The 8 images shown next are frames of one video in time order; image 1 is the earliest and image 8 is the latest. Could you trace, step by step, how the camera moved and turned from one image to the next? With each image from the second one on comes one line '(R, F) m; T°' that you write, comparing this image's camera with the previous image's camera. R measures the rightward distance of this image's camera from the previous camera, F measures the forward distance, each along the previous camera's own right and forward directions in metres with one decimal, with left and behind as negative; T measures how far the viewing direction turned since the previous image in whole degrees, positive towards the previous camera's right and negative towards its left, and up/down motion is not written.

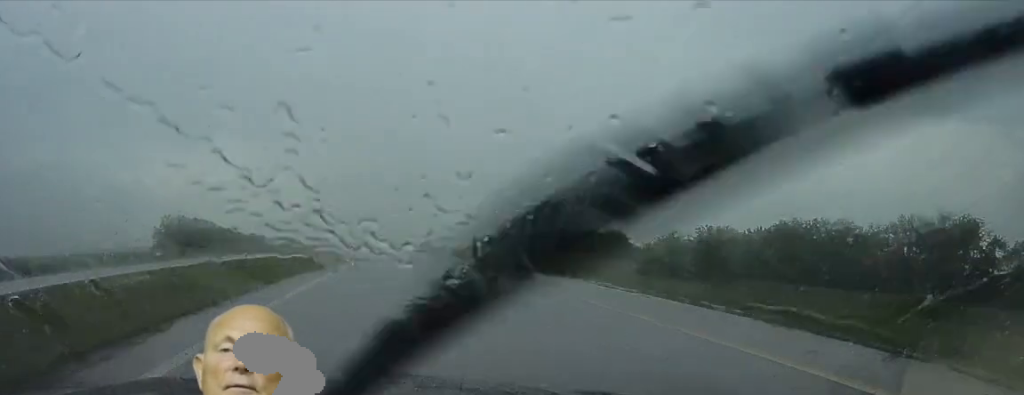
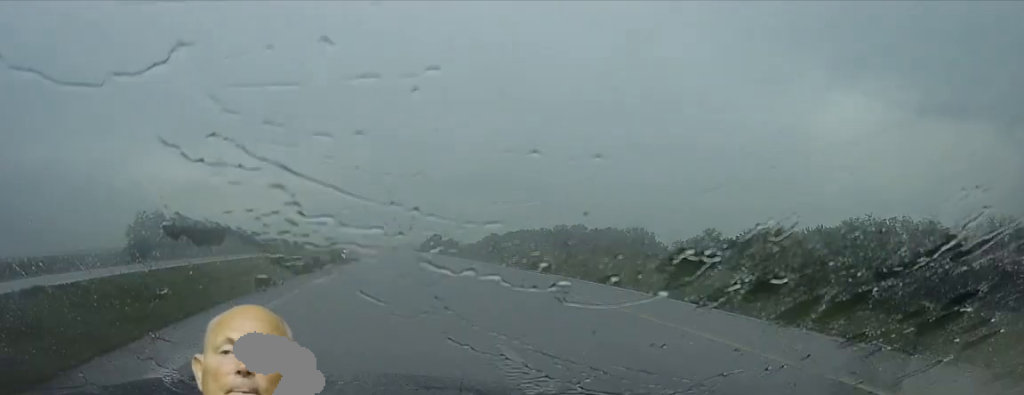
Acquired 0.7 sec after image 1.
(-0.1, +20.7) m; -1°
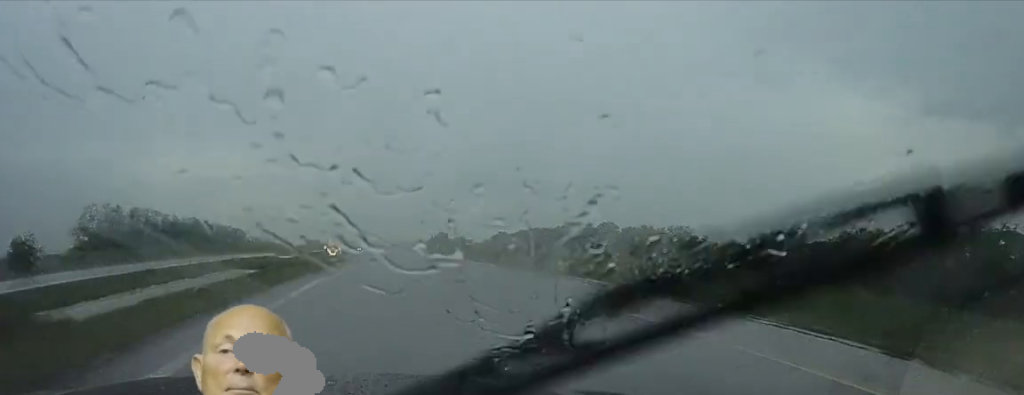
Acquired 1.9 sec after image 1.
(-0.3, +33.1) m; +1°
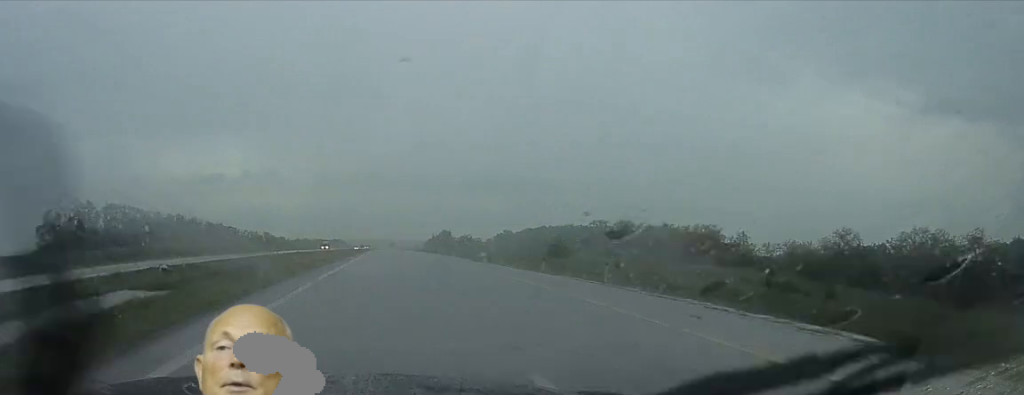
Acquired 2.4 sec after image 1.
(+0.3, +15.9) m; +1°
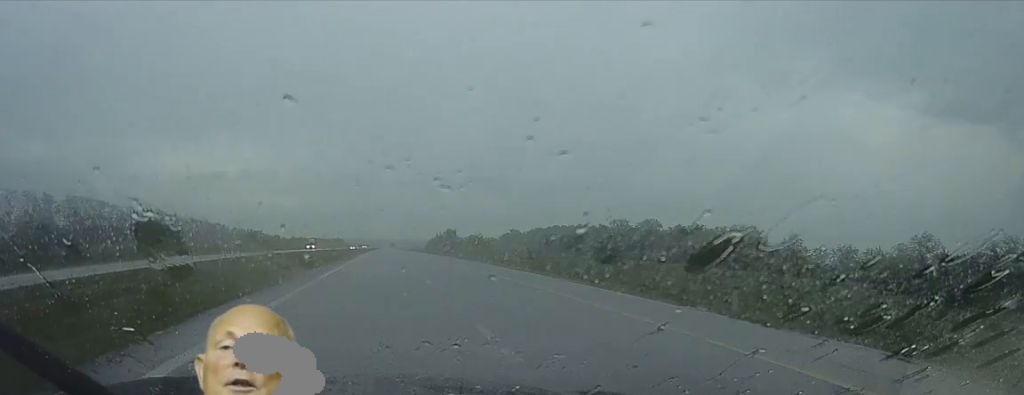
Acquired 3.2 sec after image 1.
(0.0, +20.6) m; -1°
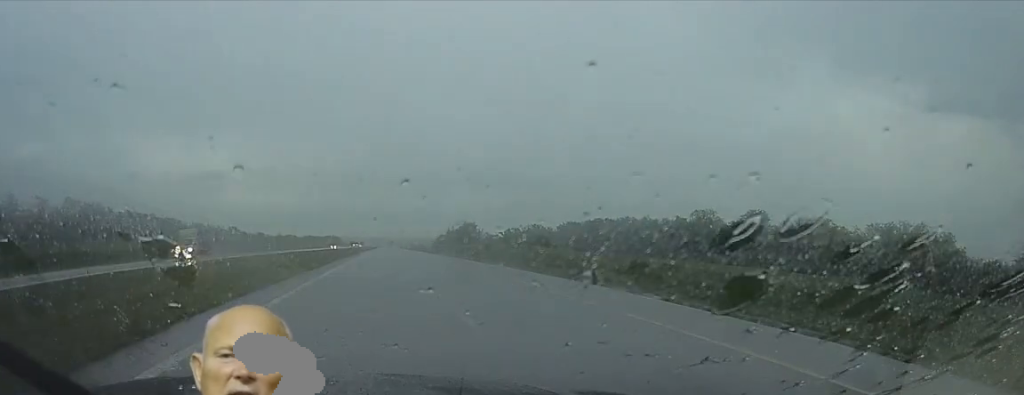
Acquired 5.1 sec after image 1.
(-0.7, +56.4) m; +1°
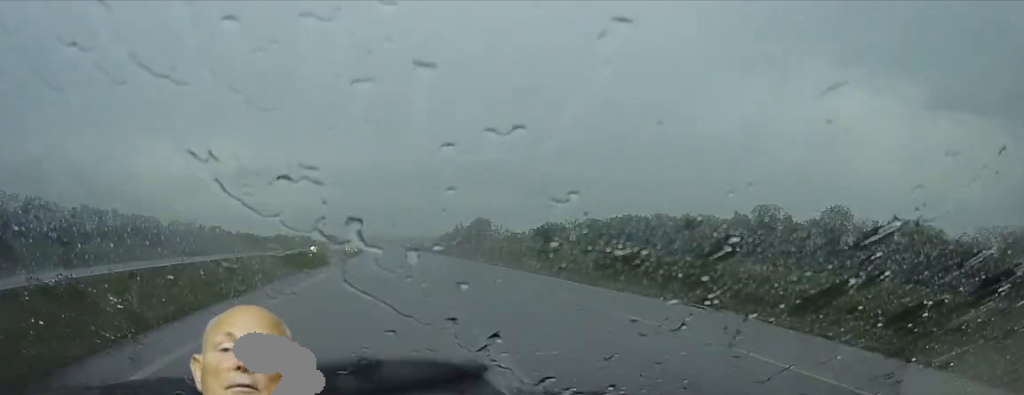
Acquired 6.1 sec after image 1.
(+0.4, +27.7) m; +1°
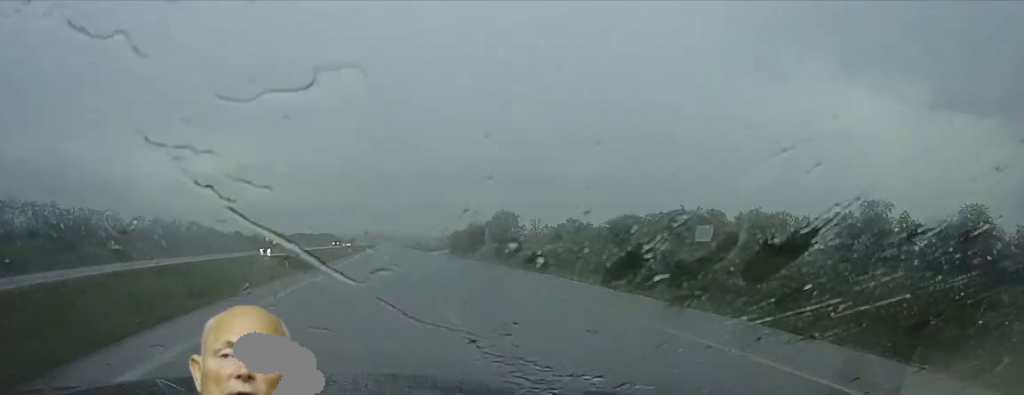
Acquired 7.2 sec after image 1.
(-0.1, +33.6) m; -2°
